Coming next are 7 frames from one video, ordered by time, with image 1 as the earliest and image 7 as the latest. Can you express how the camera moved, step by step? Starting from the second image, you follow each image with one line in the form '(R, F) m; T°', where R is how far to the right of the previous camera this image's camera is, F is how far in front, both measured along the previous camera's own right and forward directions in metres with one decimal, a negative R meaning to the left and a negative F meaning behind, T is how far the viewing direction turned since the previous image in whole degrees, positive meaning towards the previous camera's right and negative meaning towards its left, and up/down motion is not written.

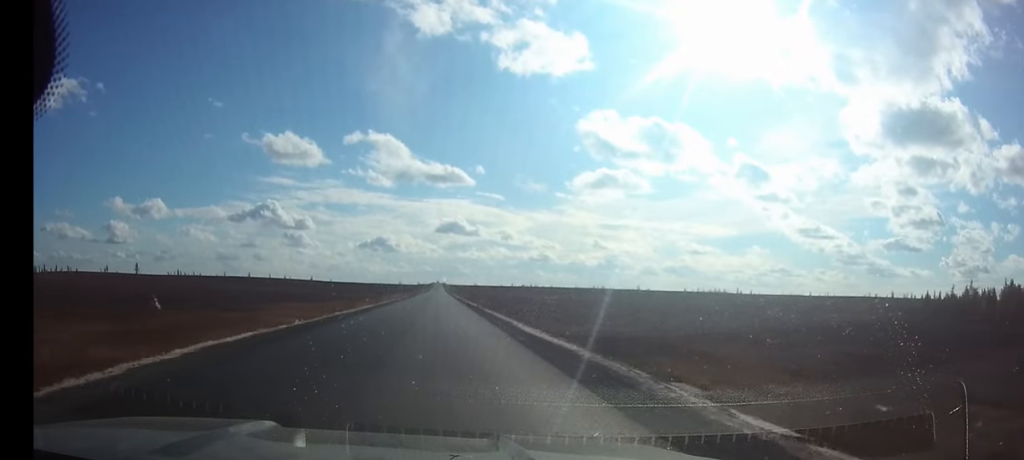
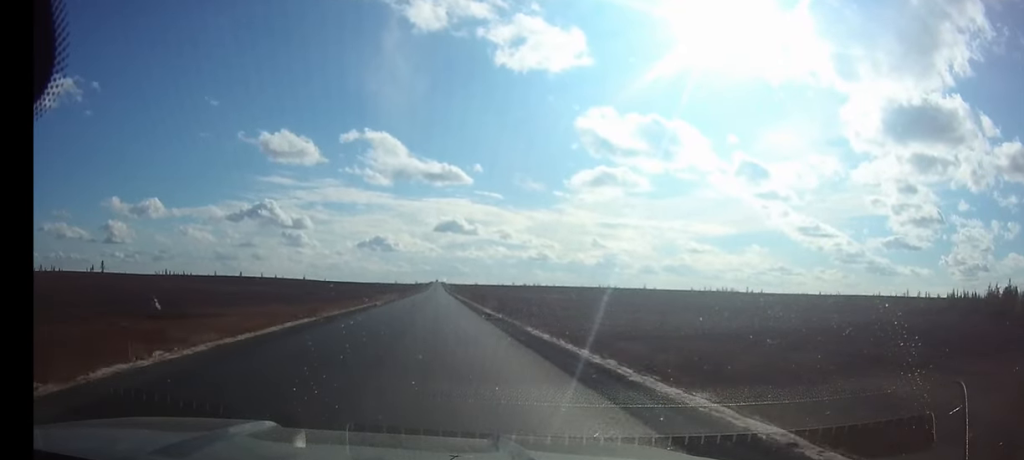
(+0.1, +24.3) m; 0°
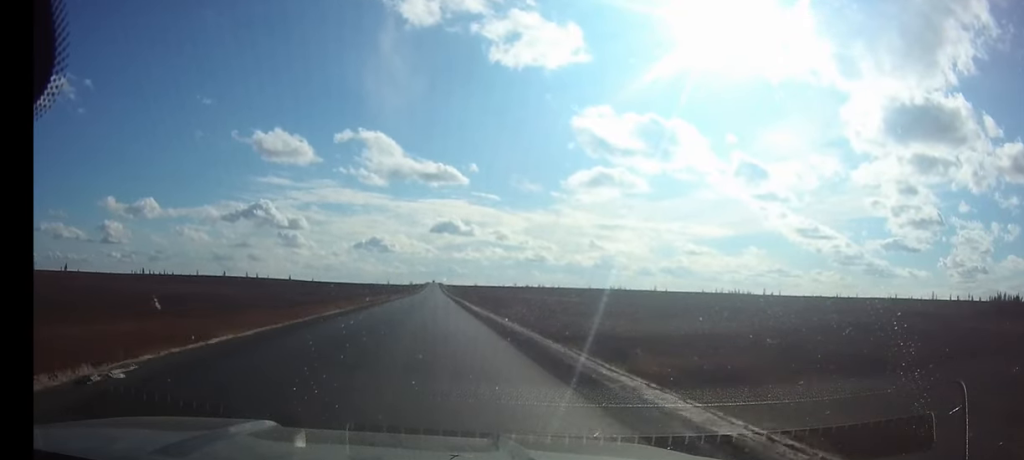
(0.0, +41.8) m; 0°
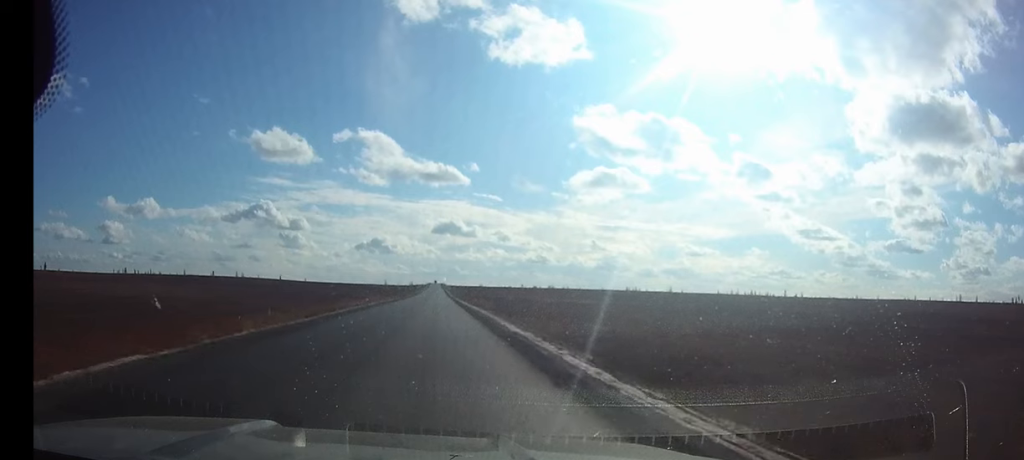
(0.0, +36.1) m; 0°
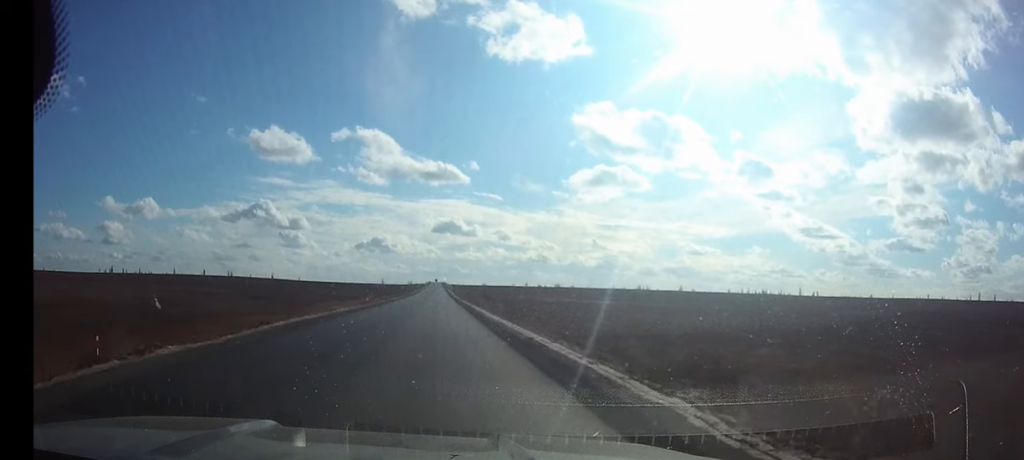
(-0.1, +22.6) m; 0°
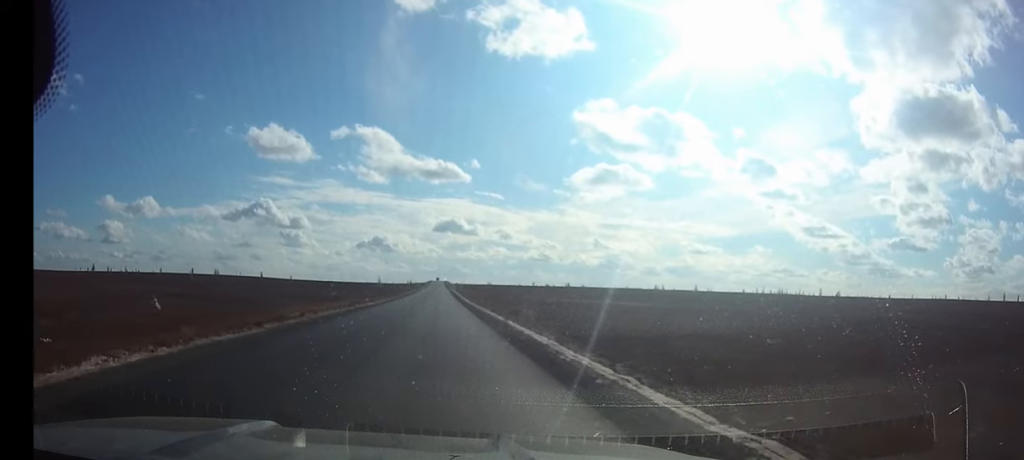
(0.0, +28.4) m; 0°
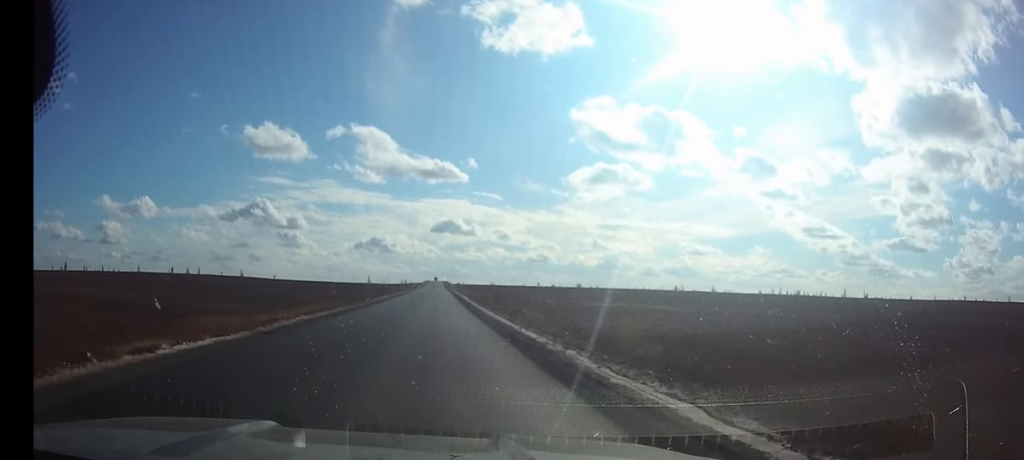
(0.0, +35.6) m; 0°
